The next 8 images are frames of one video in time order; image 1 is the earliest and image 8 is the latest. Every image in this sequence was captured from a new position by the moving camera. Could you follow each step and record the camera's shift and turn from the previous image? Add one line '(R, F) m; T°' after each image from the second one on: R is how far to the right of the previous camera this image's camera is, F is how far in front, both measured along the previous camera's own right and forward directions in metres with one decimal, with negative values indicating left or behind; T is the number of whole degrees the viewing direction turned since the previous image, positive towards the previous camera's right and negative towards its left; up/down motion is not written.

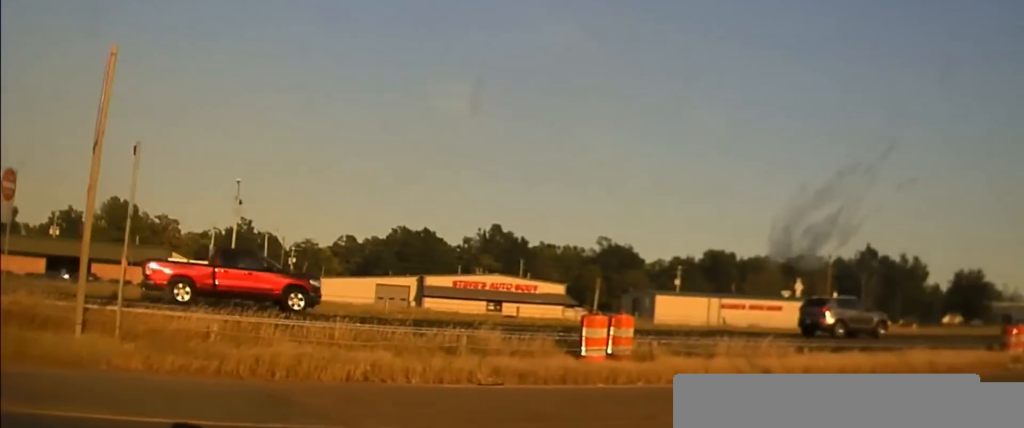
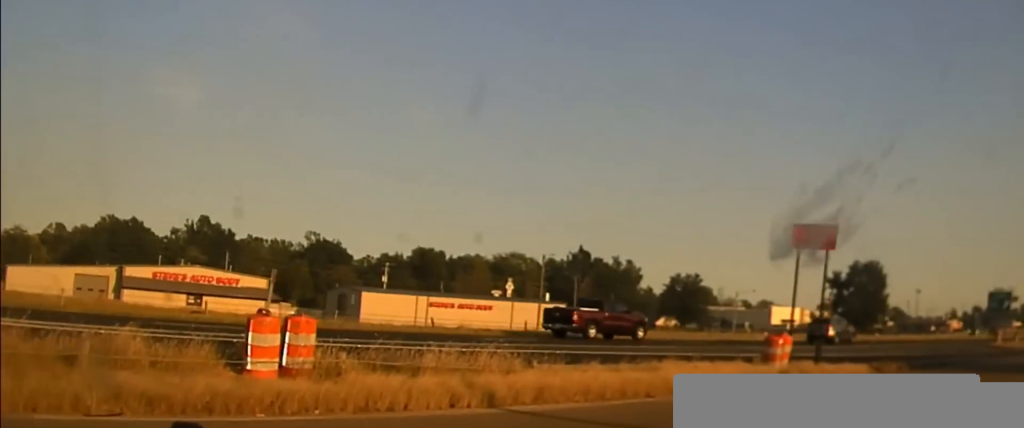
(+0.7, +3.9) m; +21°
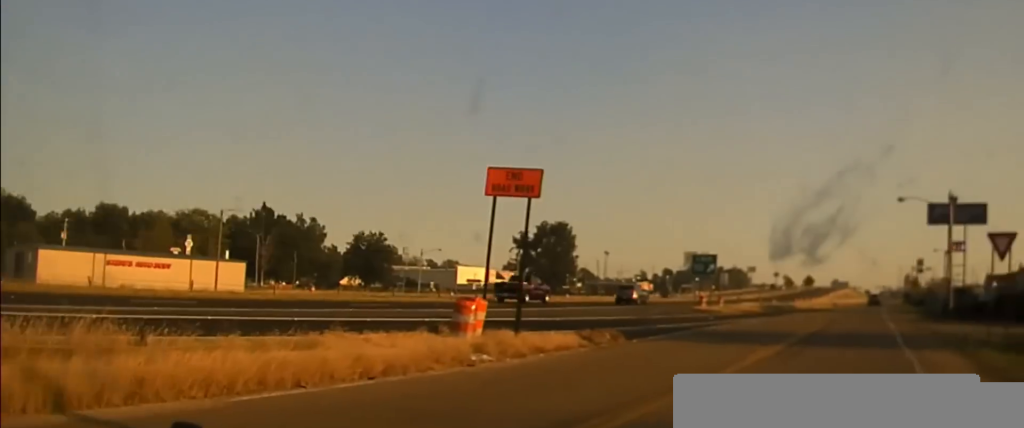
(+0.3, +4.2) m; +18°
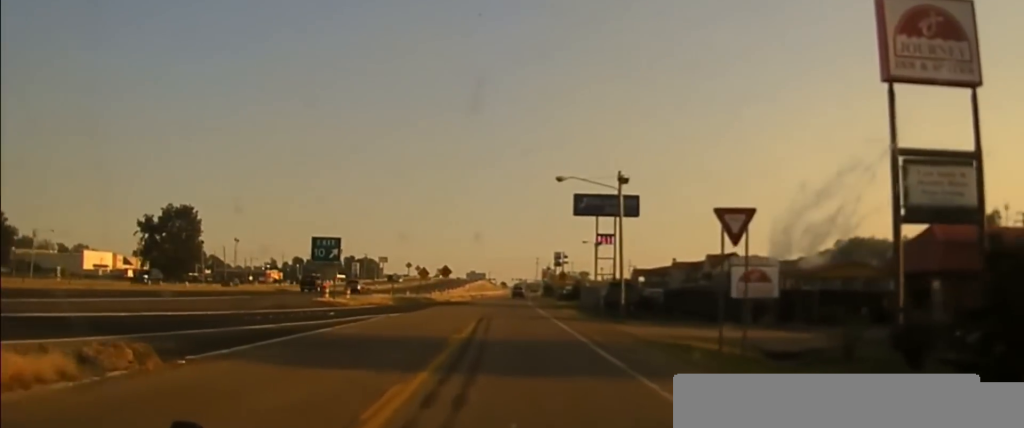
(+1.9, +11.6) m; +3°
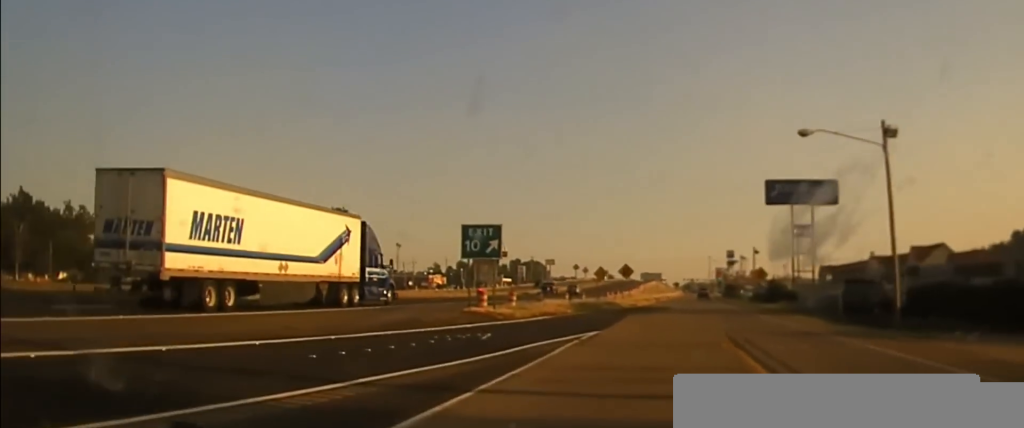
(-2.0, +17.0) m; -7°
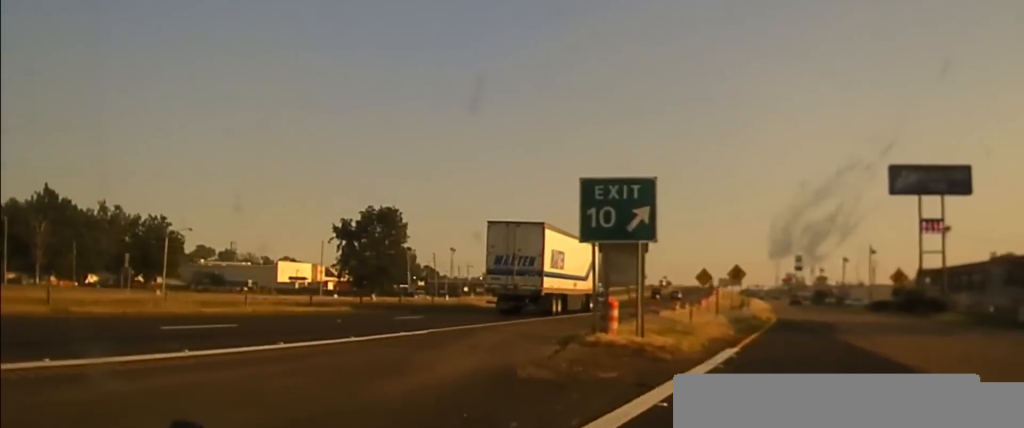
(+0.2, +19.8) m; +2°
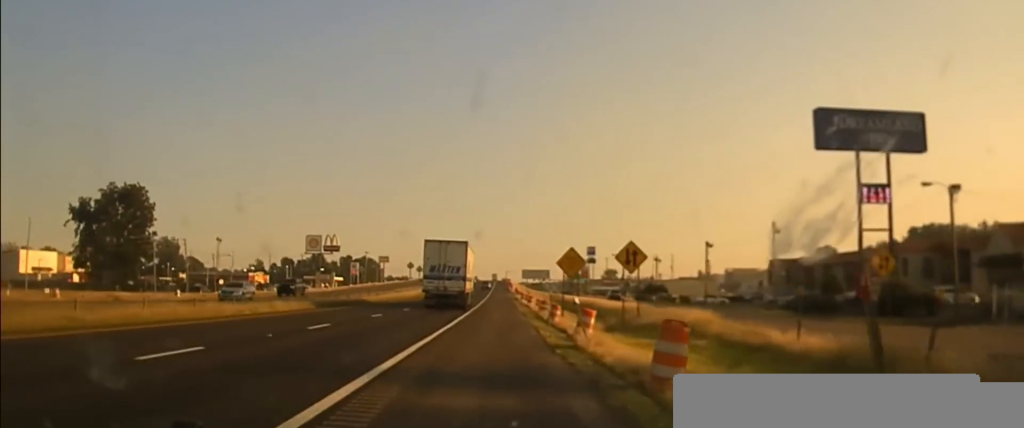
(+1.7, +33.7) m; +8°
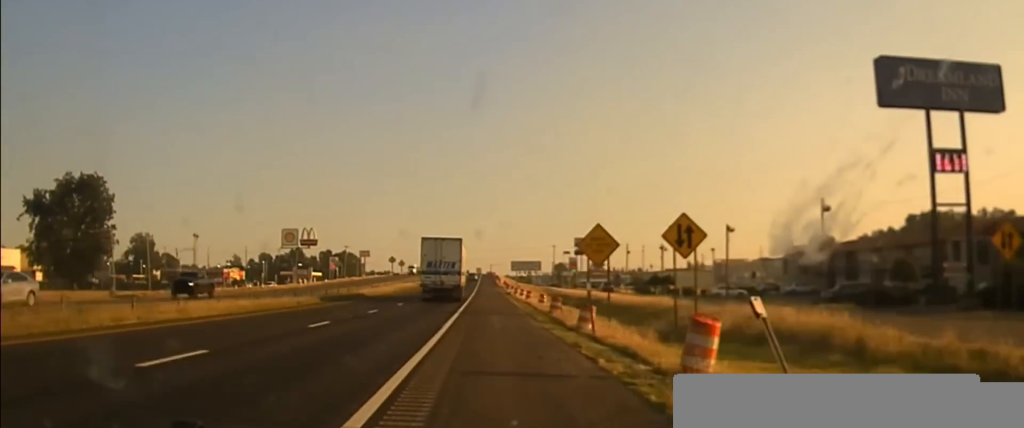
(+1.0, +14.4) m; +3°
